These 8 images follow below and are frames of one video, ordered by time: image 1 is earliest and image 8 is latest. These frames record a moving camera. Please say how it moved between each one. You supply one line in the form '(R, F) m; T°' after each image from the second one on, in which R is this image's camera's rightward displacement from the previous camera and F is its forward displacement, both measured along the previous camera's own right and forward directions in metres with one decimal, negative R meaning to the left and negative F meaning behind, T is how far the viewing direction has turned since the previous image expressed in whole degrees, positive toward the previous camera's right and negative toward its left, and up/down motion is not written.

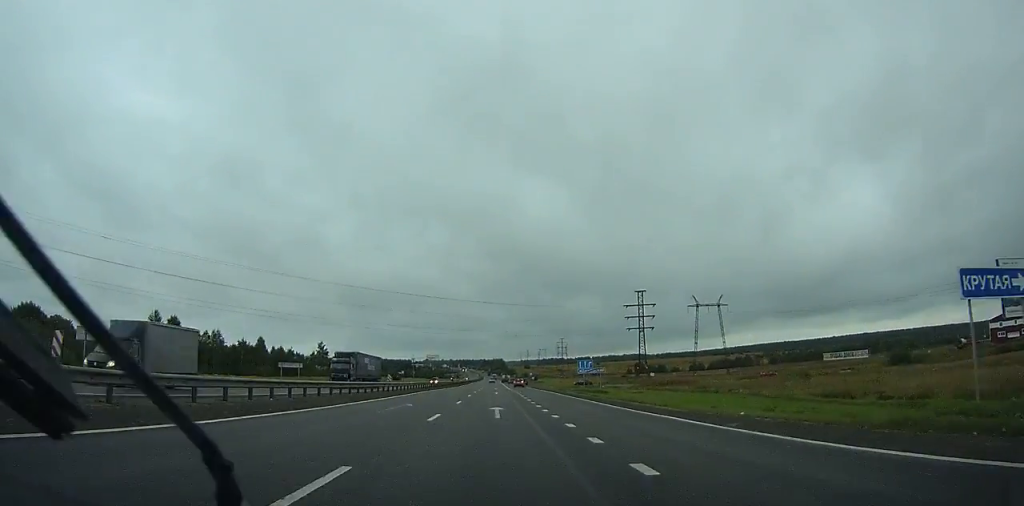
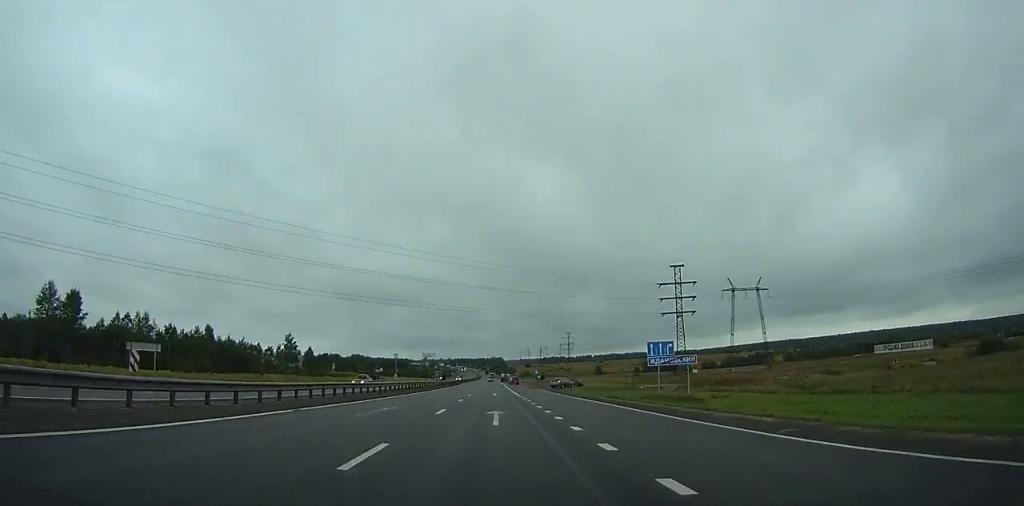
(-0.1, +33.4) m; 0°
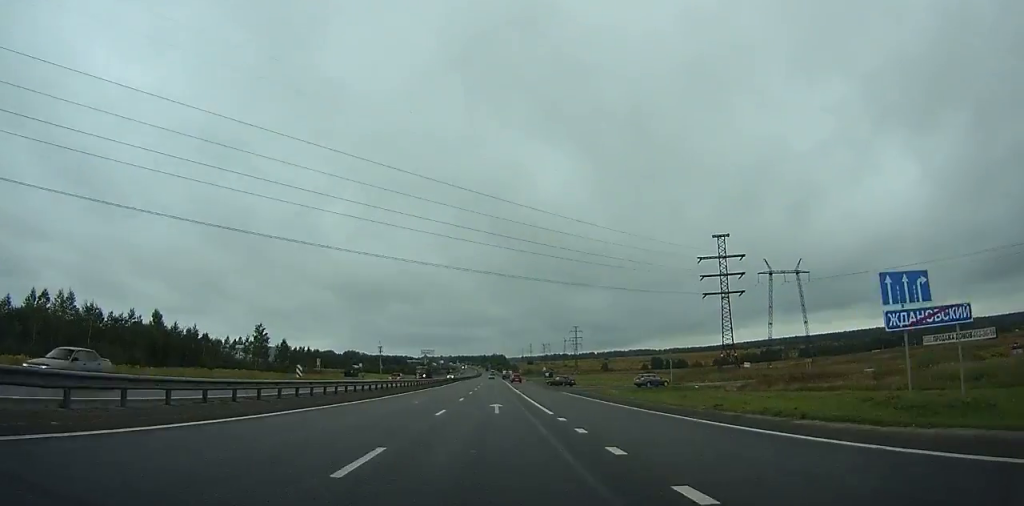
(0.0, +24.6) m; 0°
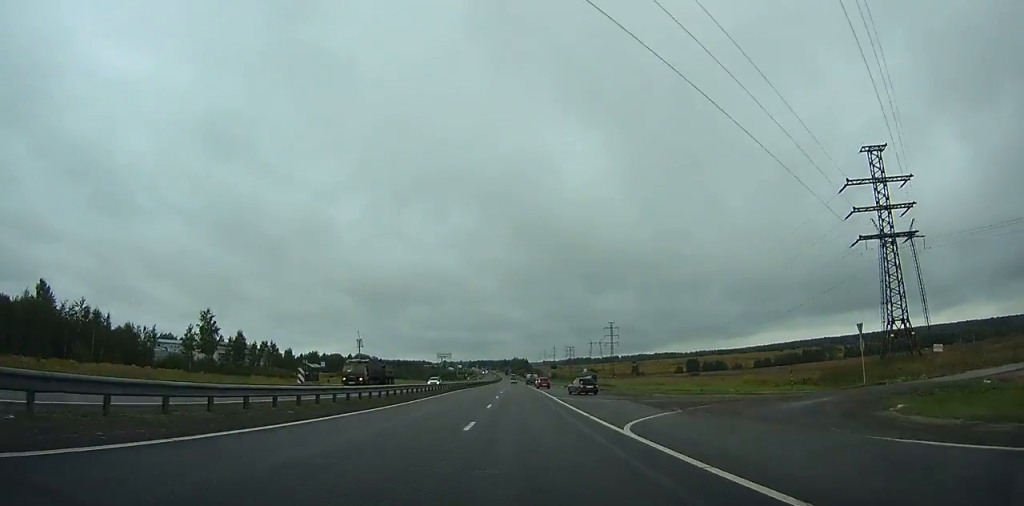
(0.0, +40.6) m; -1°
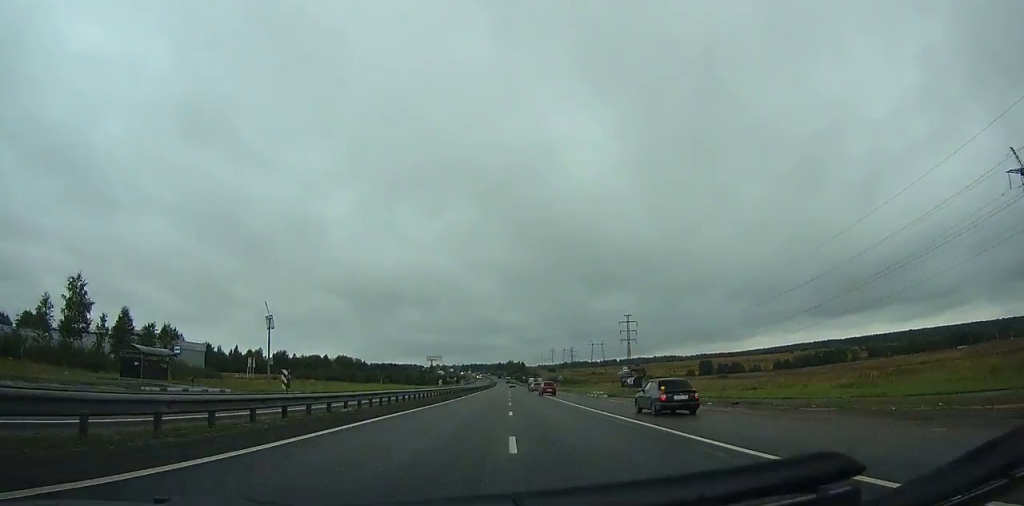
(-0.4, +39.5) m; -1°
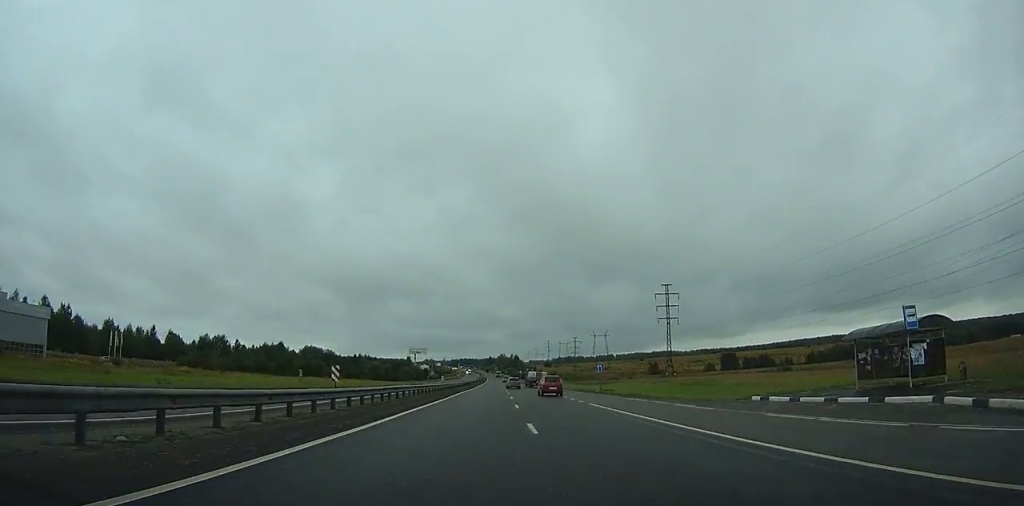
(0.0, +55.1) m; 0°
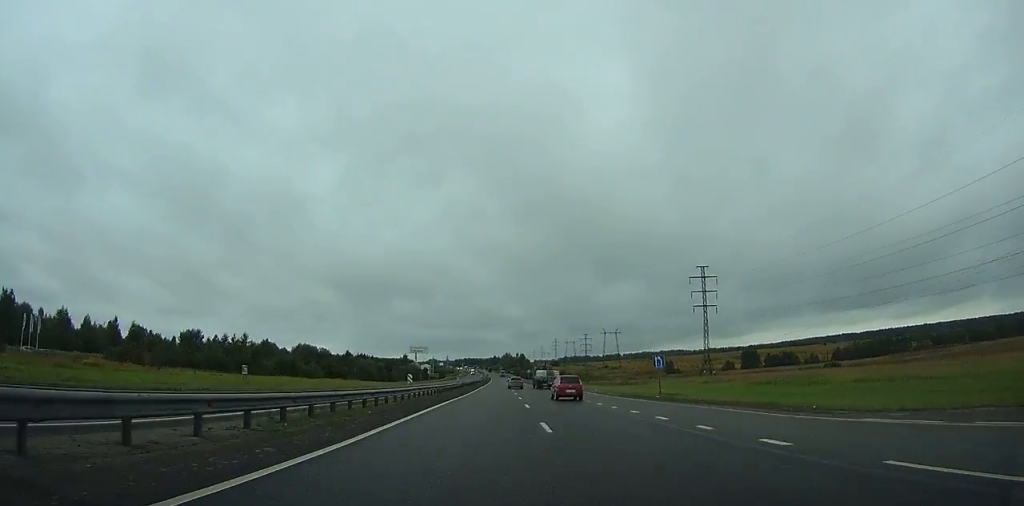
(+0.1, +23.0) m; 0°
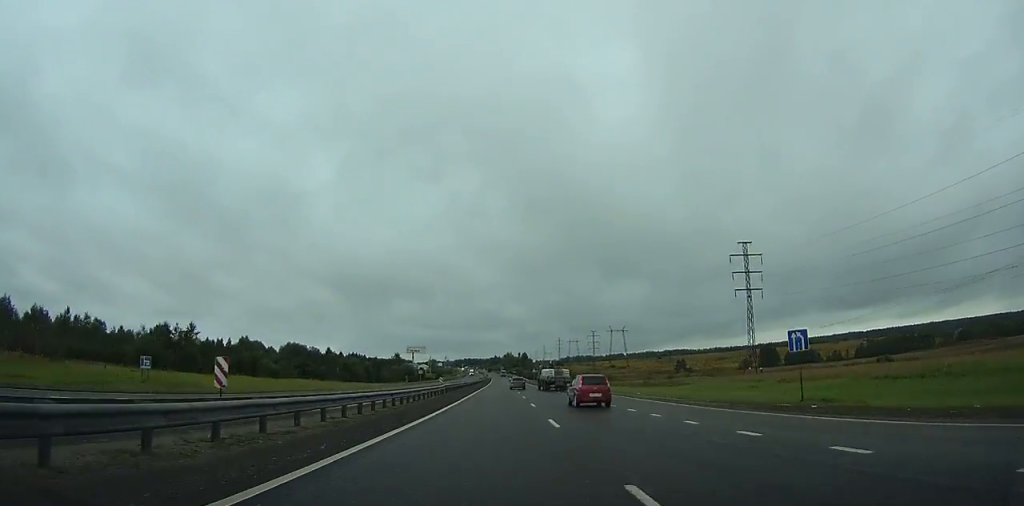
(+0.1, +21.4) m; 0°
